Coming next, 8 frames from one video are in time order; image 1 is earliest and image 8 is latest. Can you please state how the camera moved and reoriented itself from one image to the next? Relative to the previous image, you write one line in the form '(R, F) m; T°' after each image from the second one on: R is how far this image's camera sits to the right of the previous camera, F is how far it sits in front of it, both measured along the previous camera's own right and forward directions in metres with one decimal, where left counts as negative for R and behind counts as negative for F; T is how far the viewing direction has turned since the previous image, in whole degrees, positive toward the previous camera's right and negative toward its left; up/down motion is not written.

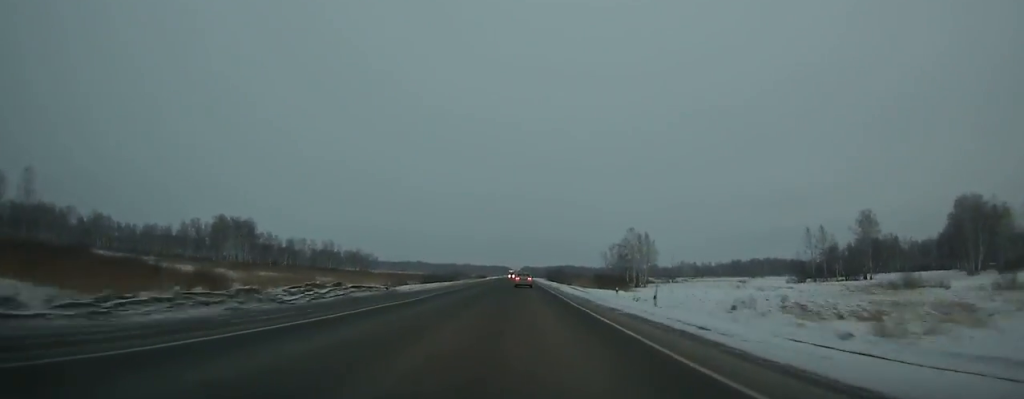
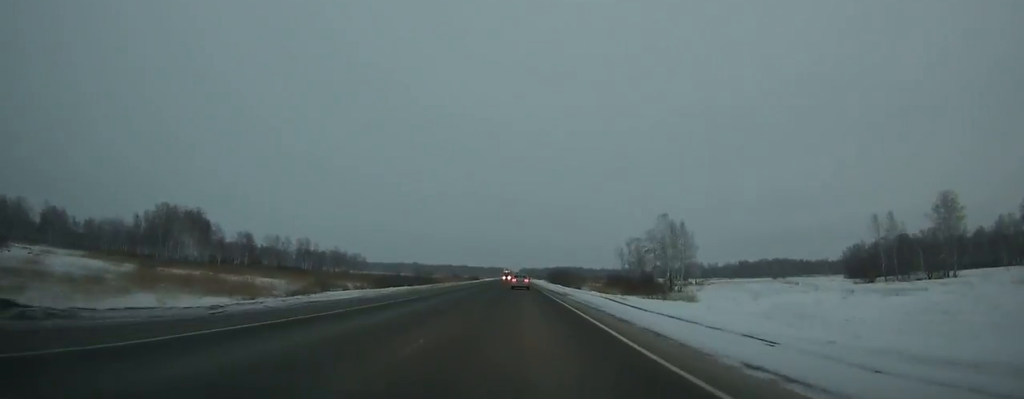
(+0.3, +36.1) m; 0°
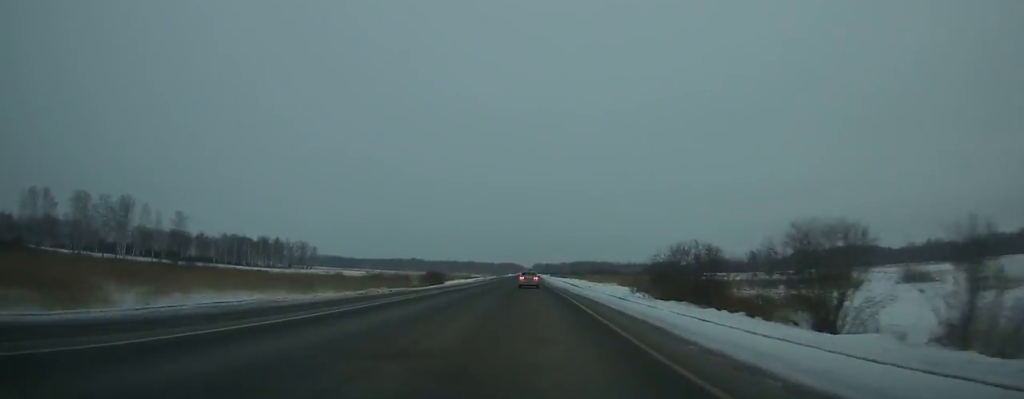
(-1.1, +153.8) m; 0°
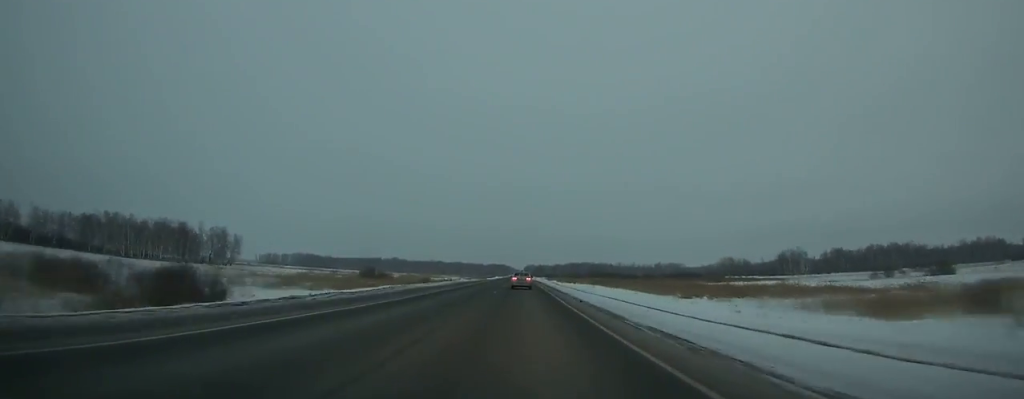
(+0.4, +94.6) m; 0°
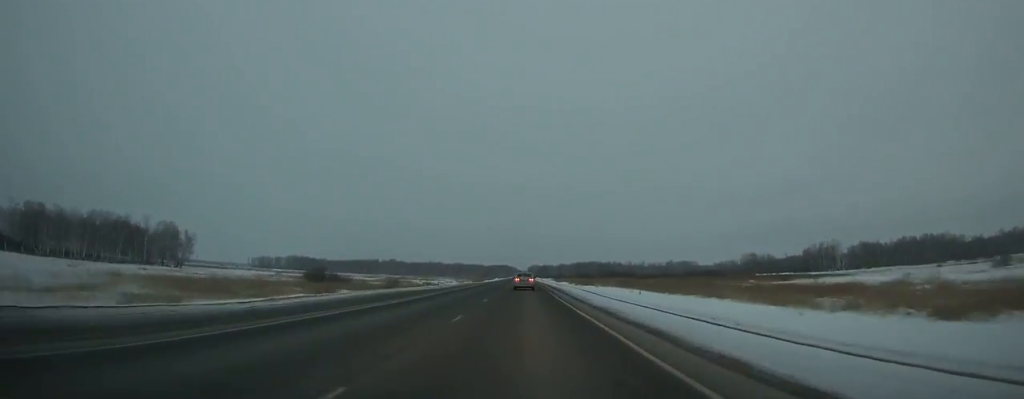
(-0.2, +46.0) m; 0°
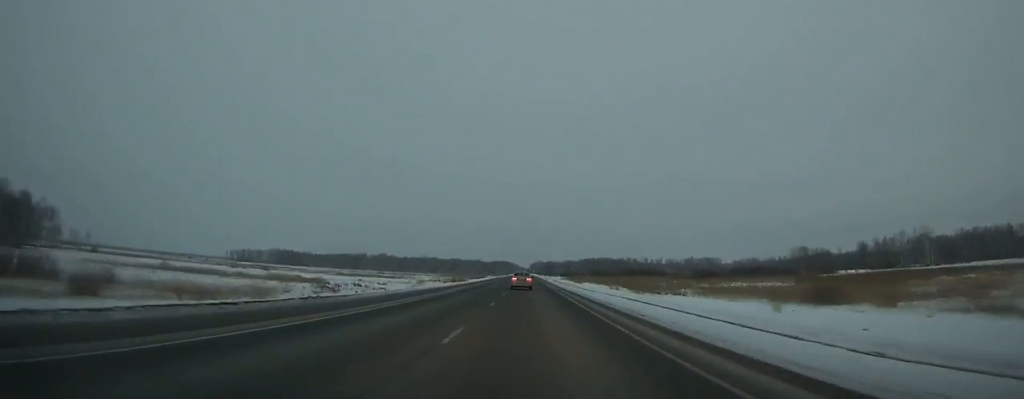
(-0.3, +87.0) m; 0°
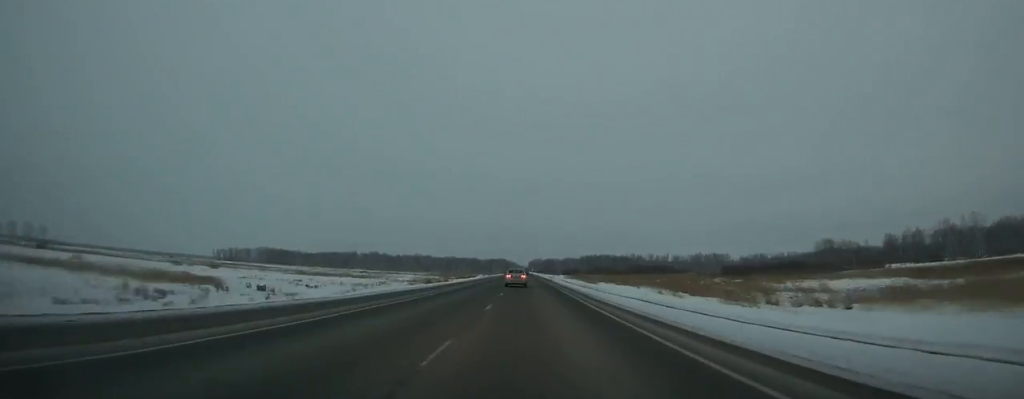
(0.0, +38.2) m; 0°
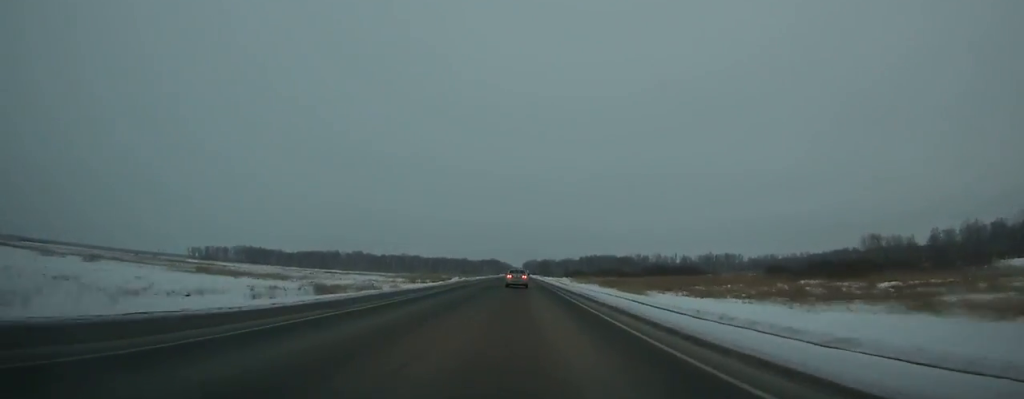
(0.0, +58.4) m; 0°
